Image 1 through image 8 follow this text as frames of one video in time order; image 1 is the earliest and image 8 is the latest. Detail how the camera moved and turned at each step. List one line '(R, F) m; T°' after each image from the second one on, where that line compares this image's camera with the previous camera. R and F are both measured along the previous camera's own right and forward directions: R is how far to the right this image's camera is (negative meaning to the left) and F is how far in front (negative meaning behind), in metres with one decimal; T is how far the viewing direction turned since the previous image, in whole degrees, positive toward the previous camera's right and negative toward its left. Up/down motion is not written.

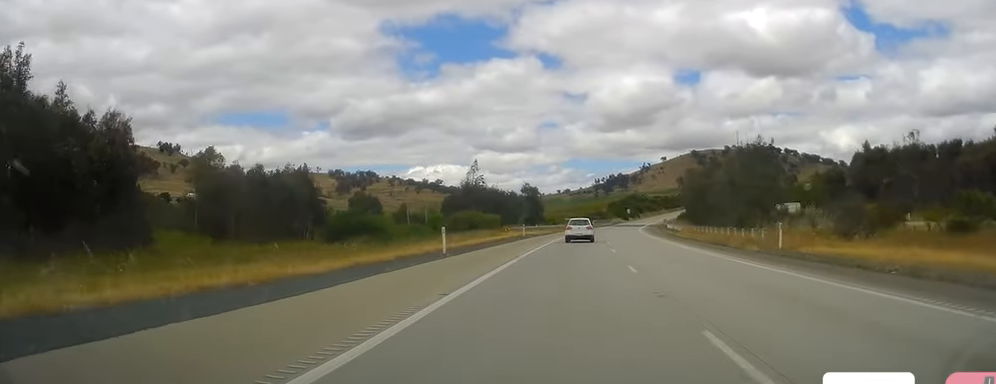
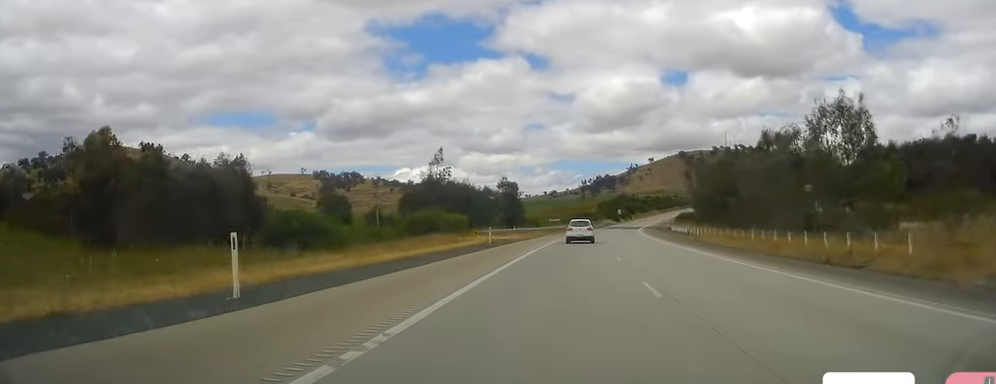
(+0.1, +18.0) m; 0°
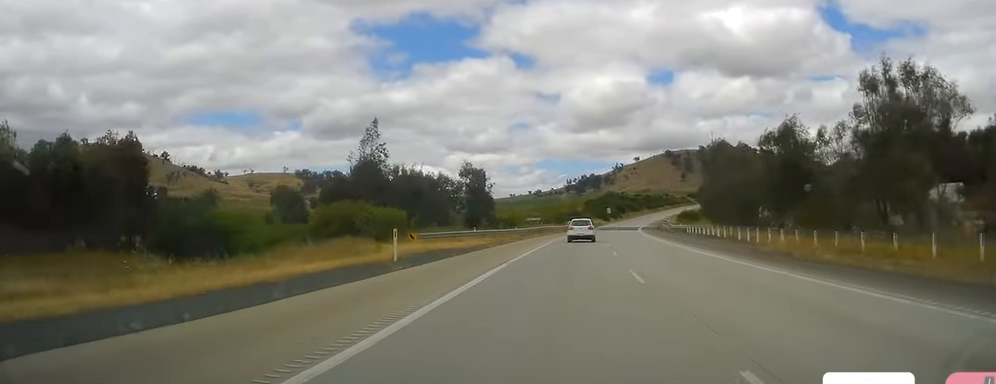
(0.0, +21.7) m; 0°
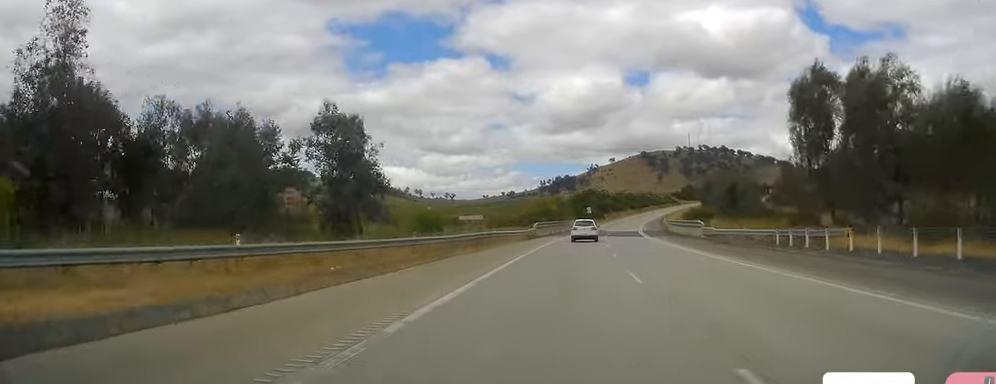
(+0.4, +36.8) m; +3°
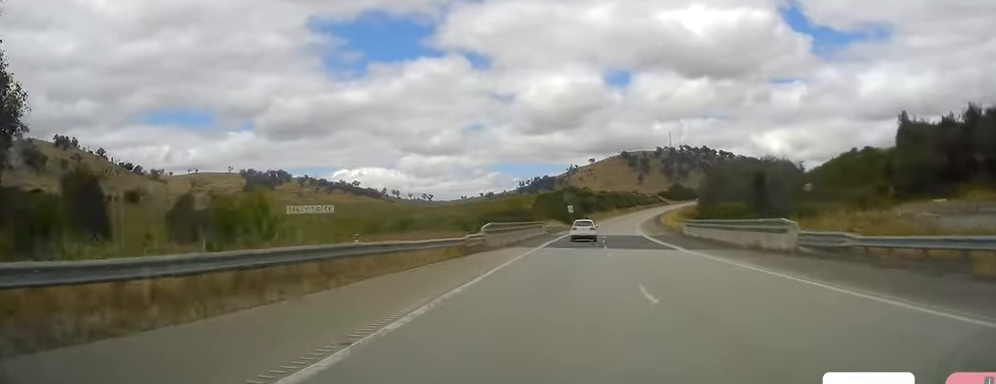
(+1.1, +27.4) m; +3°
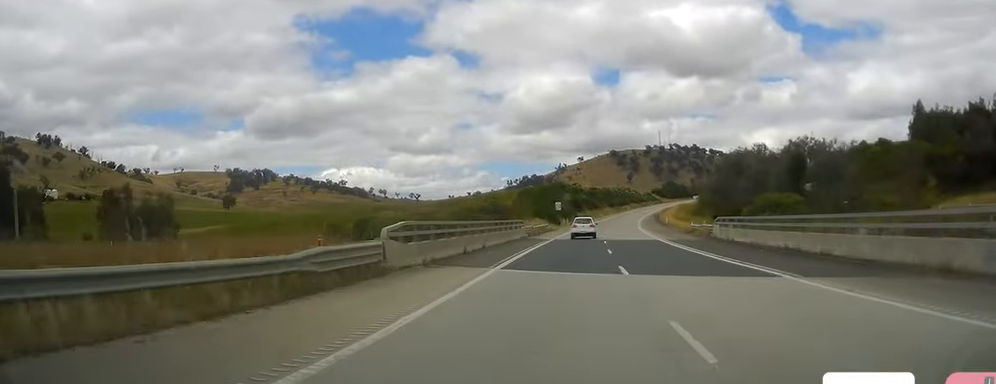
(+0.2, +18.9) m; 0°
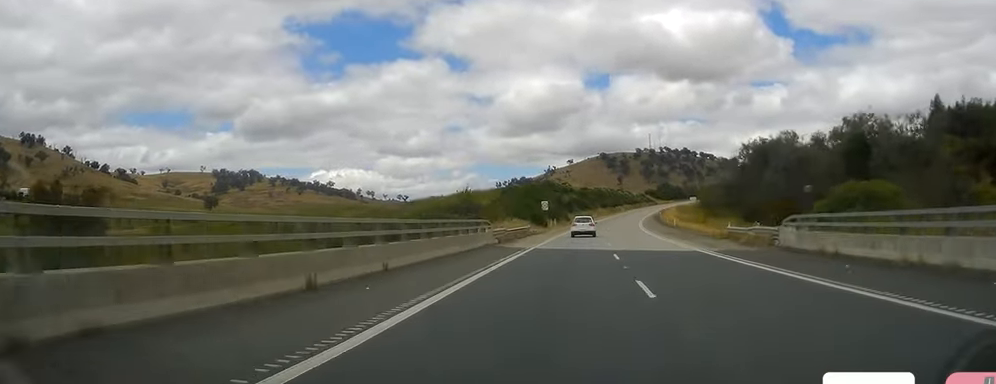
(-0.1, +18.0) m; 0°
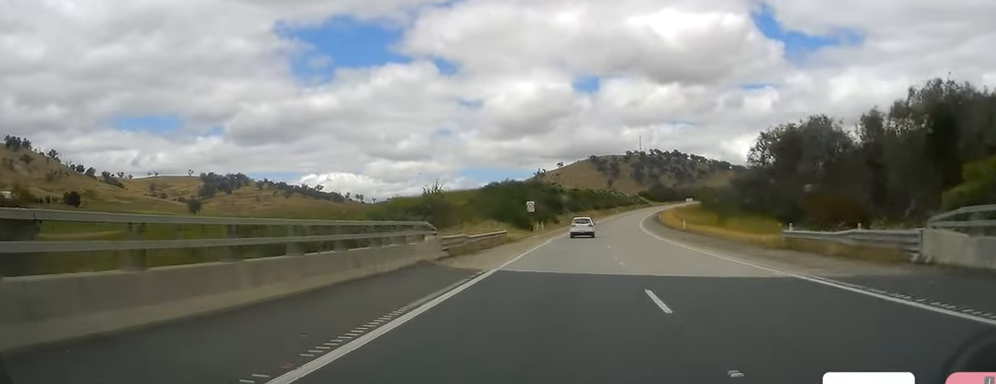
(-0.3, +14.1) m; 0°
